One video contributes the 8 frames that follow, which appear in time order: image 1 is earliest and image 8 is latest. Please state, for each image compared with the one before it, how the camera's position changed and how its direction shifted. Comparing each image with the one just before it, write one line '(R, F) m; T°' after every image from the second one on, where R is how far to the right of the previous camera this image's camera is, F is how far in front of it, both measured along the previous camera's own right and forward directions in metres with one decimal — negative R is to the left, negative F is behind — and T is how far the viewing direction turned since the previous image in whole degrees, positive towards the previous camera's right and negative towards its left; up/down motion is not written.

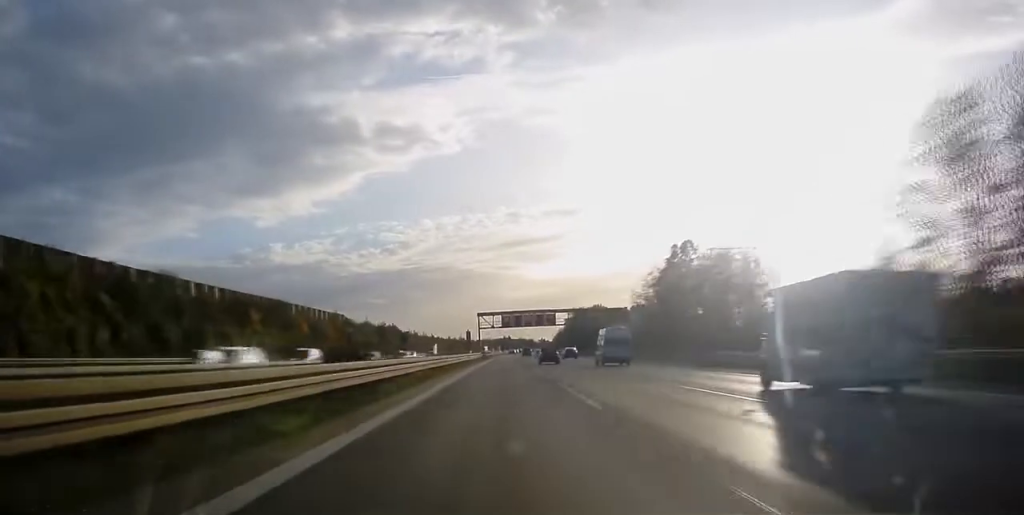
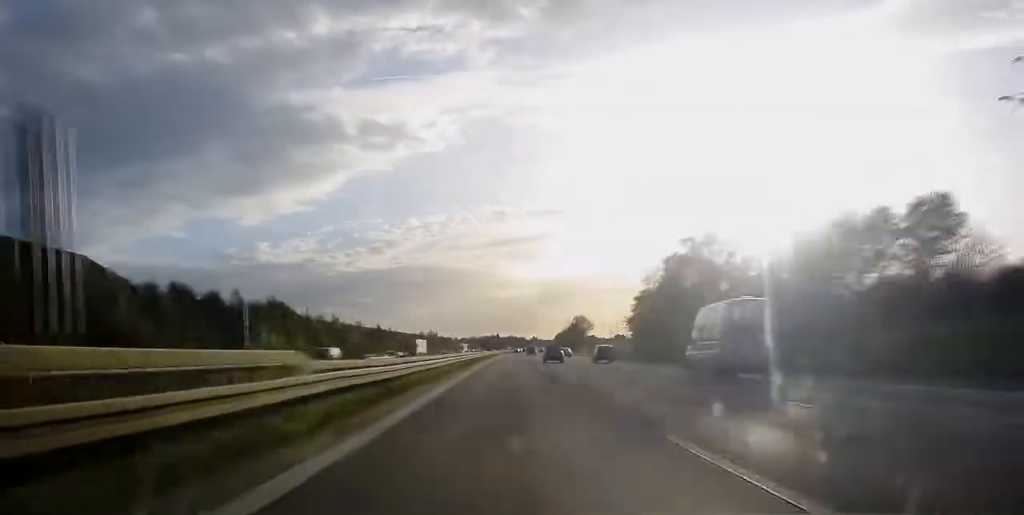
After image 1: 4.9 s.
(+1.8, +135.6) m; +1°
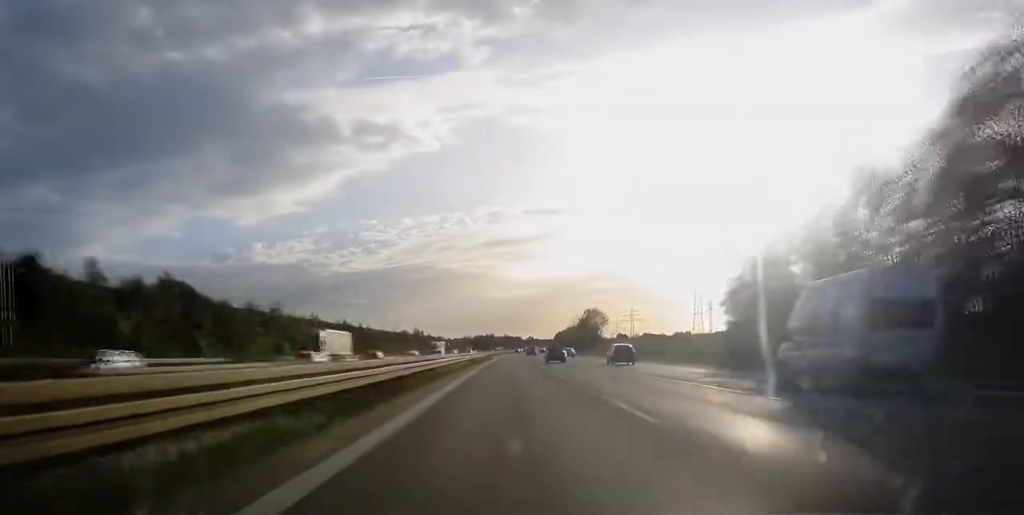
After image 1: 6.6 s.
(0.0, +46.8) m; 0°
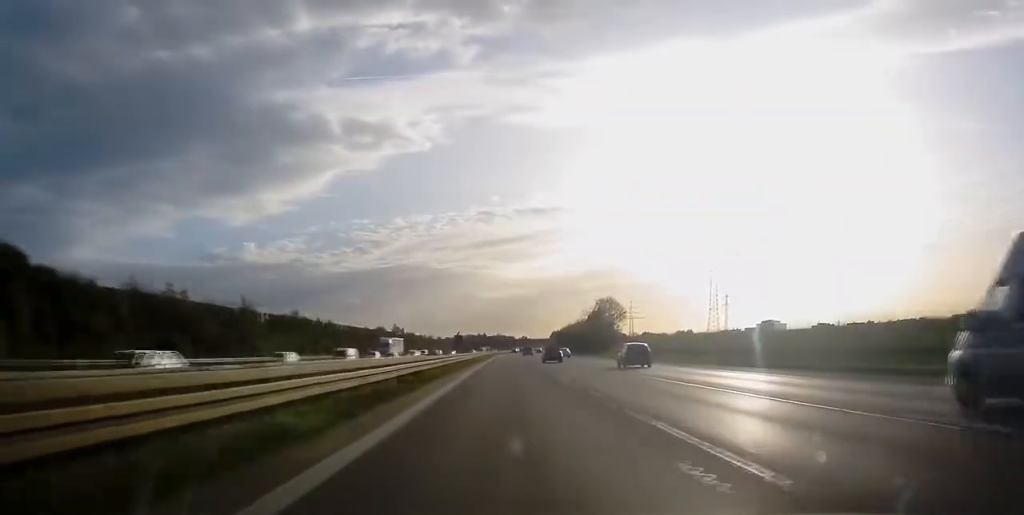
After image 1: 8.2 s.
(+0.2, +43.4) m; 0°
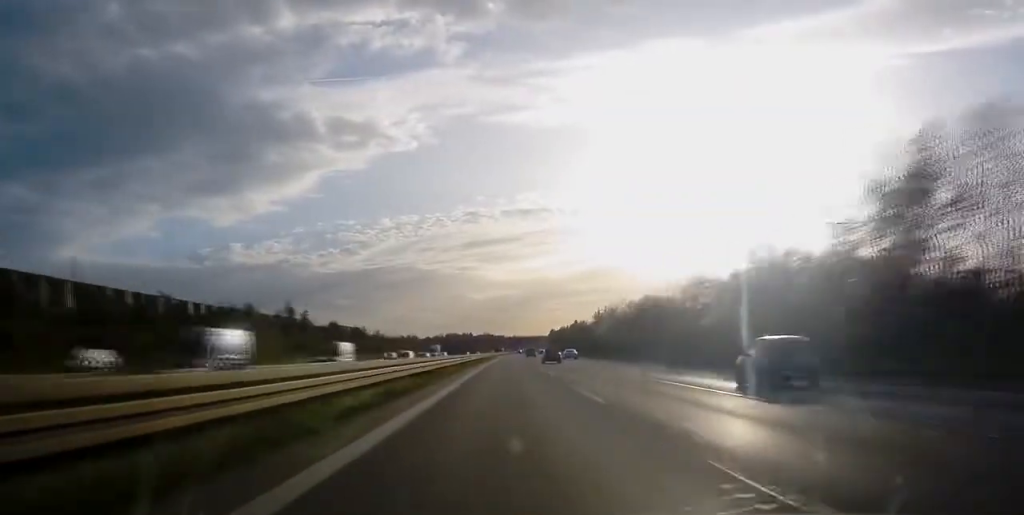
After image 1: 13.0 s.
(+1.5, +134.9) m; +2°
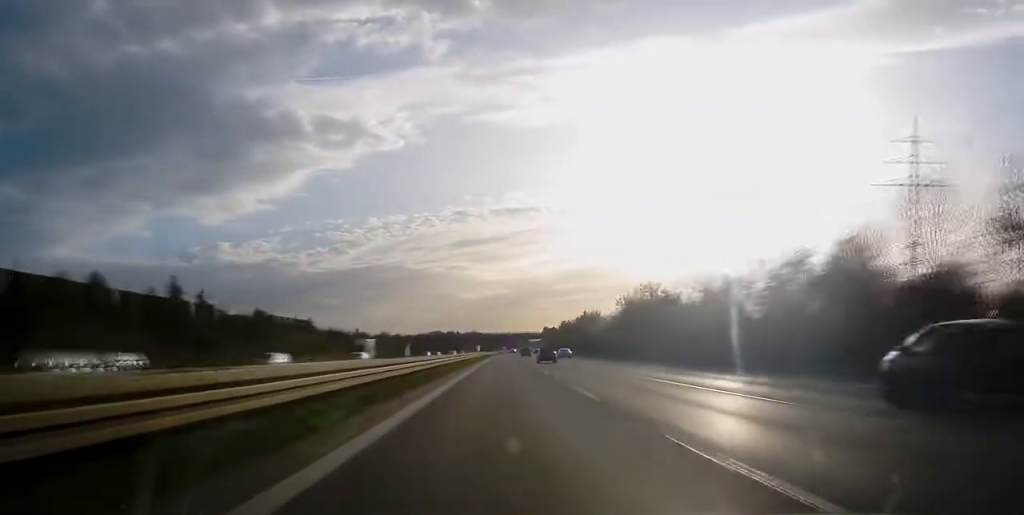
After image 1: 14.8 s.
(+0.1, +50.9) m; +1°
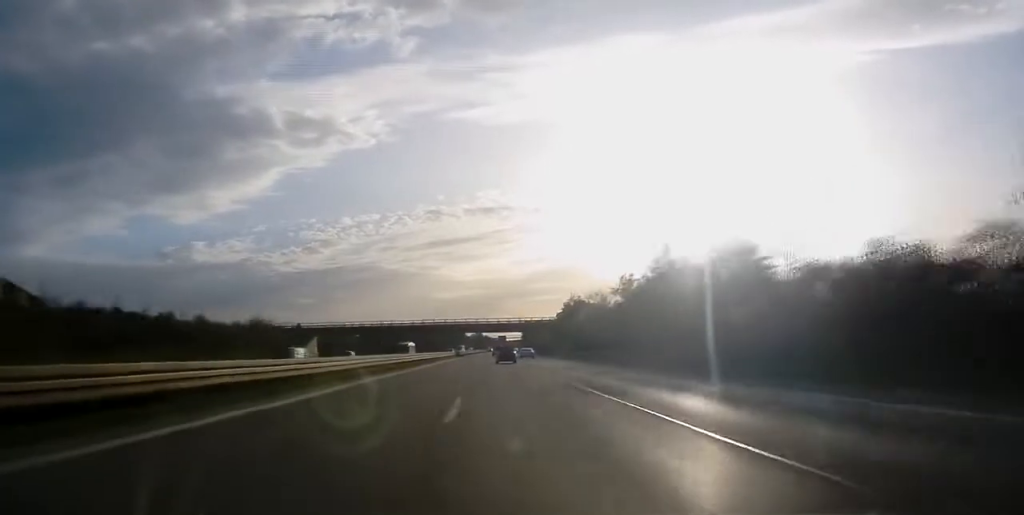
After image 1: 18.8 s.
(+1.2, +111.5) m; 0°
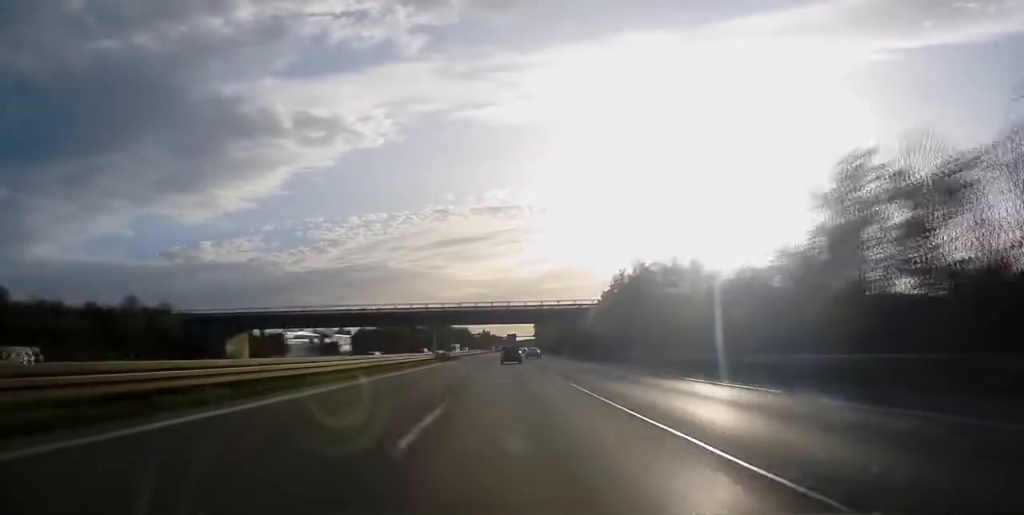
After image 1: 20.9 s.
(-0.1, +57.4) m; 0°
